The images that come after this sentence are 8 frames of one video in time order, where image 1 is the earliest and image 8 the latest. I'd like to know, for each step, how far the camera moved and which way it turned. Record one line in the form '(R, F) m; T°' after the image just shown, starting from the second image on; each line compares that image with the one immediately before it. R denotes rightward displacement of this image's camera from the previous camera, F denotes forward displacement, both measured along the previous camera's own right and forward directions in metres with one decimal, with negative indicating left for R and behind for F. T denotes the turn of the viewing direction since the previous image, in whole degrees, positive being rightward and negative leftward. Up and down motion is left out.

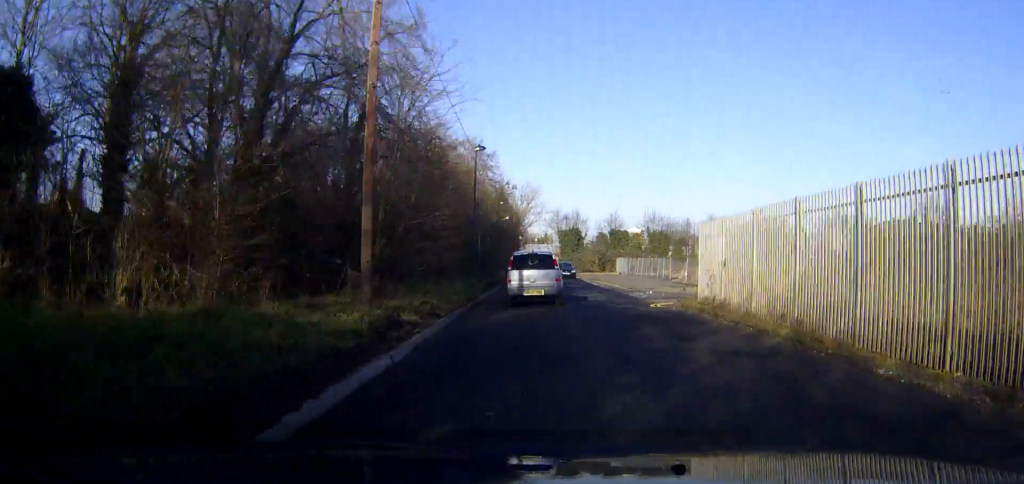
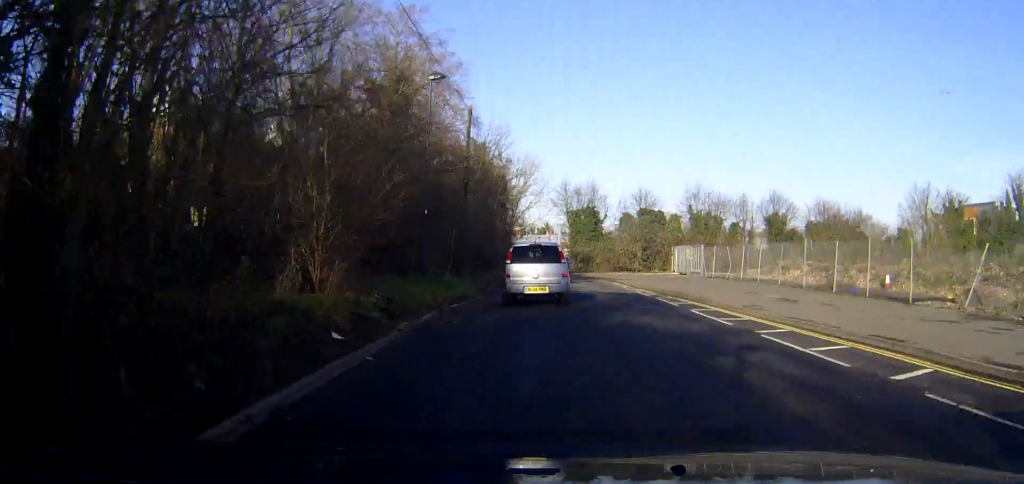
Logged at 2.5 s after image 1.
(0.0, +39.9) m; 0°
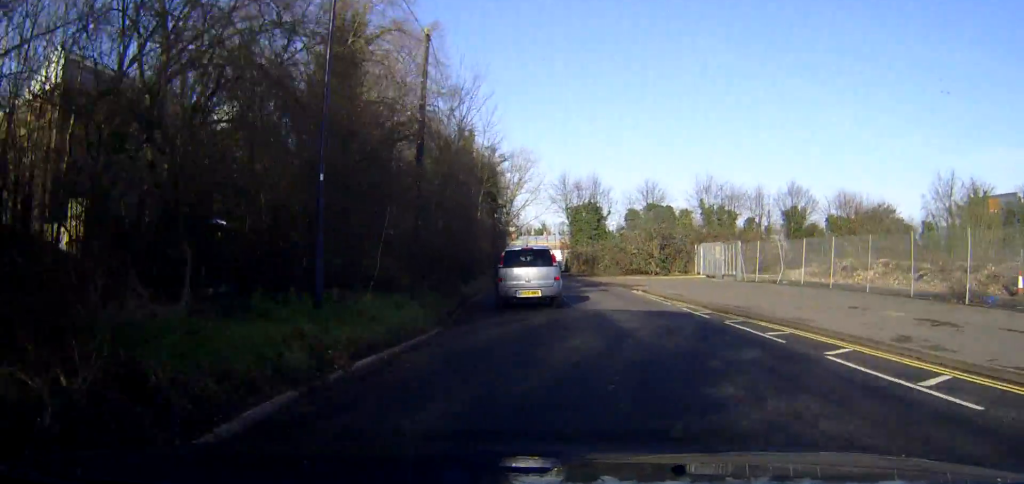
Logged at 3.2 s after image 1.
(0.0, +9.8) m; 0°
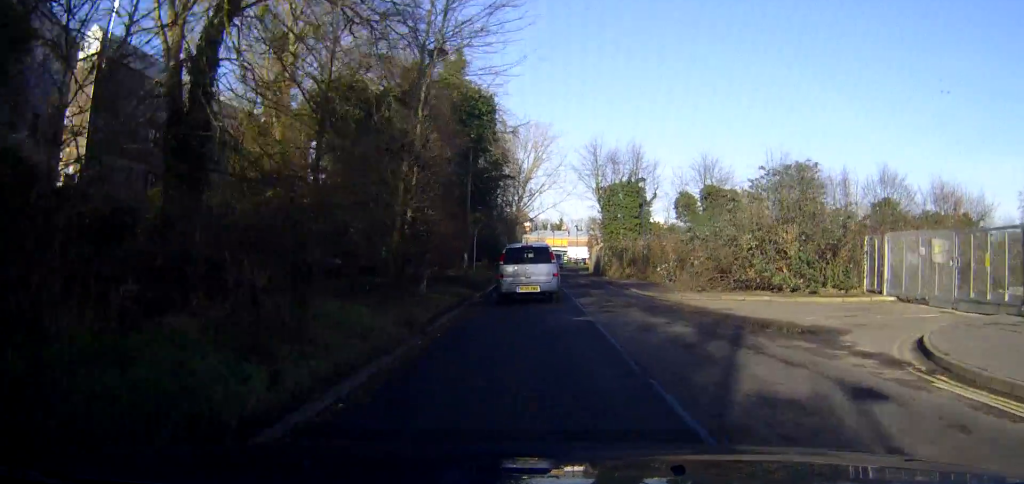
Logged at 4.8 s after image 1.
(-0.3, +24.1) m; -1°
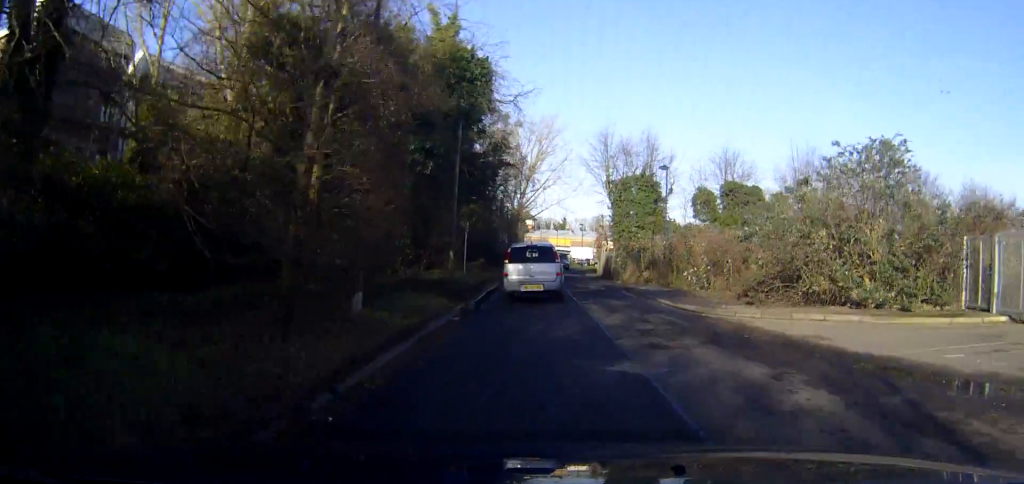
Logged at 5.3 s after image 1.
(0.0, +6.5) m; 0°
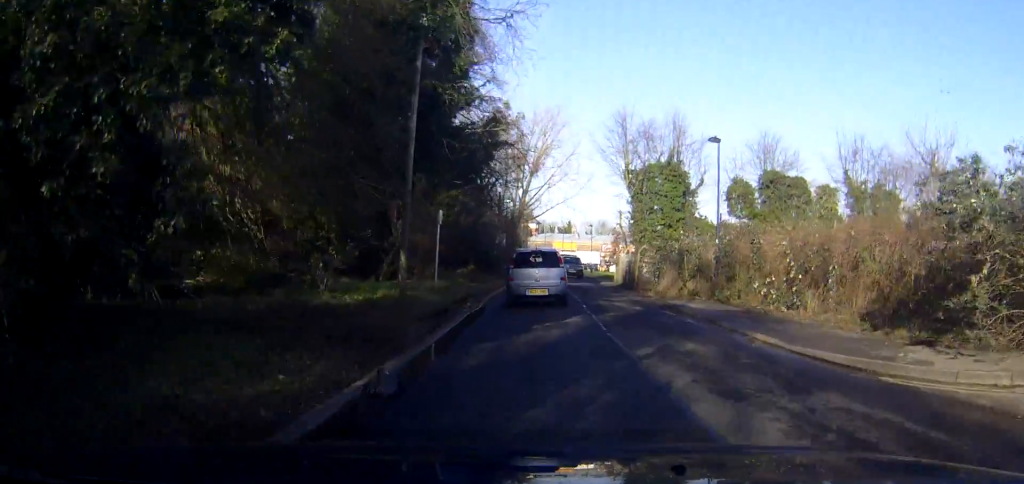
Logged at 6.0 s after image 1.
(0.0, +10.0) m; 0°
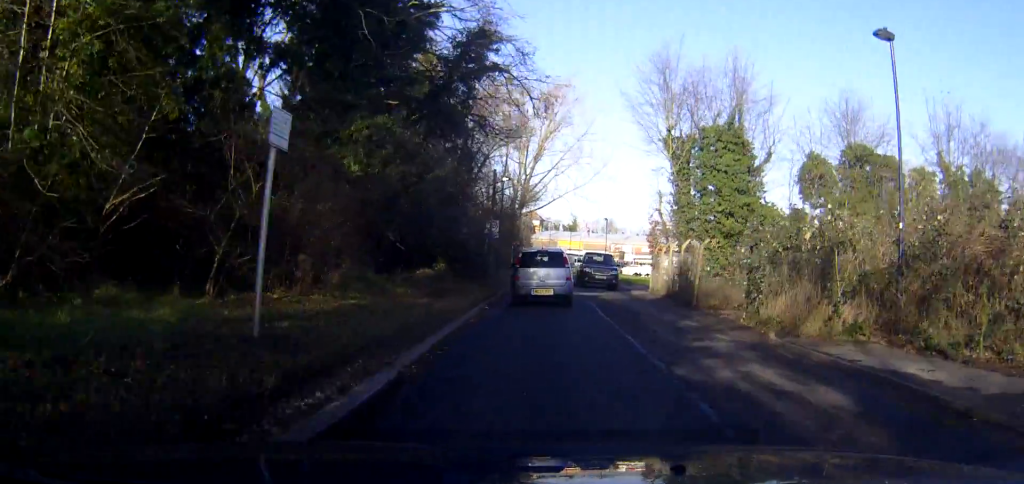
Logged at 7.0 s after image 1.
(0.0, +13.6) m; -1°
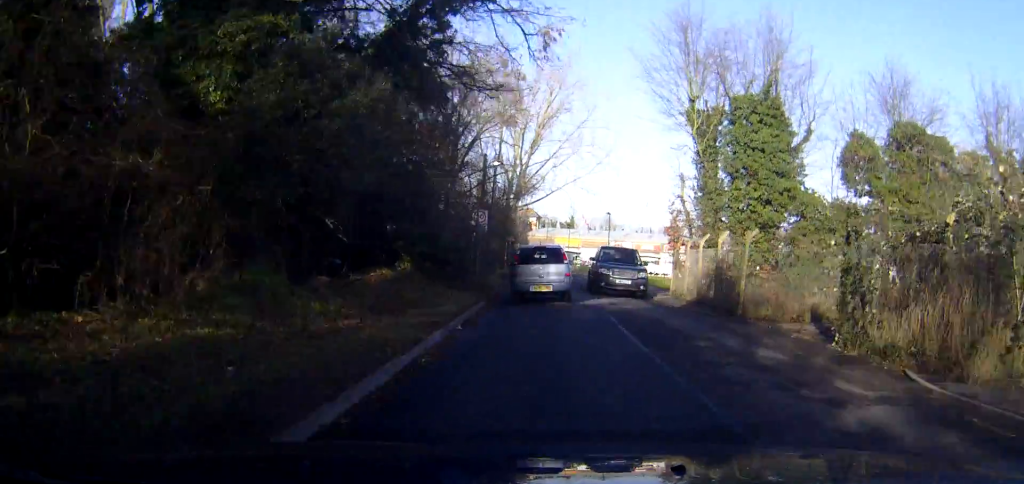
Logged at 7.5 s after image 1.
(0.0, +5.9) m; 0°
